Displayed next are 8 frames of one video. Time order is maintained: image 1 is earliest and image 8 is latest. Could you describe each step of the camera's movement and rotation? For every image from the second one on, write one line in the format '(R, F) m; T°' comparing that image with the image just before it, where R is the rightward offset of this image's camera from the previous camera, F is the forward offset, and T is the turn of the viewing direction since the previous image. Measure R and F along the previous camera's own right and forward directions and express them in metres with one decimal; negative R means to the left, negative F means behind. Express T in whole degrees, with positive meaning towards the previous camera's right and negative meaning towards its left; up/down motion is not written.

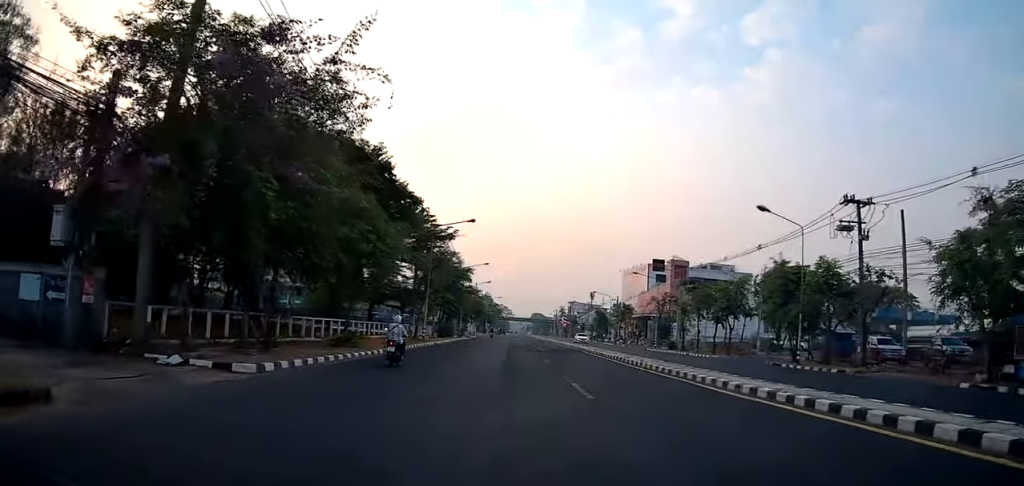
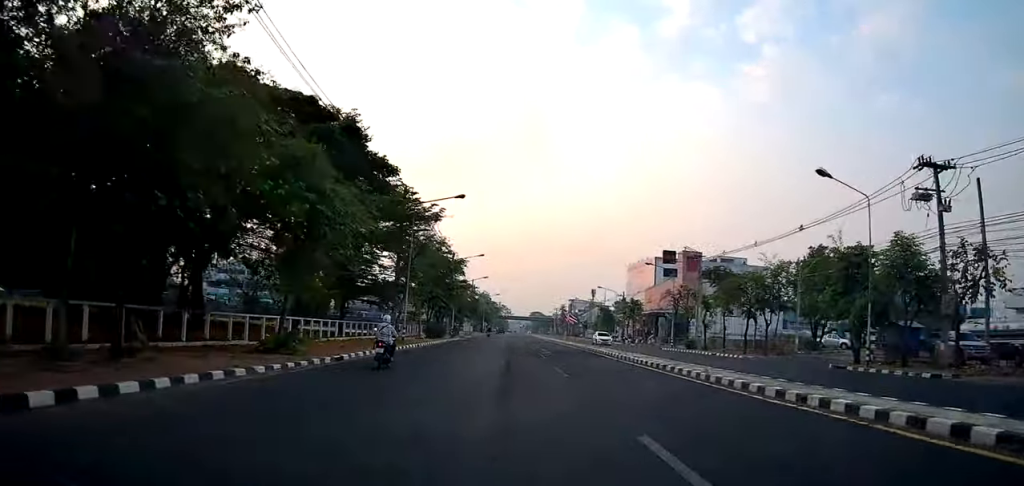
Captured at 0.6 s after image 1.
(+0.3, +7.5) m; 0°
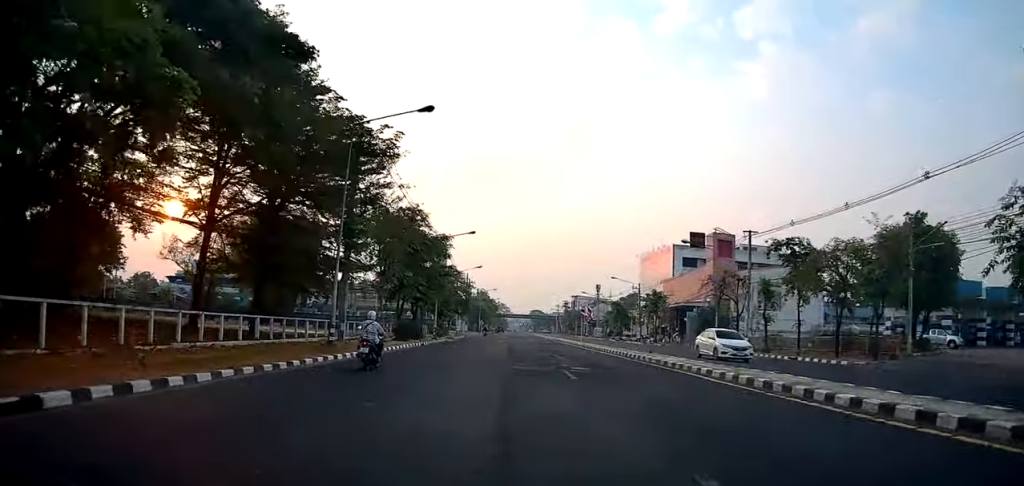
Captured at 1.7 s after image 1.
(-0.3, +13.9) m; 0°
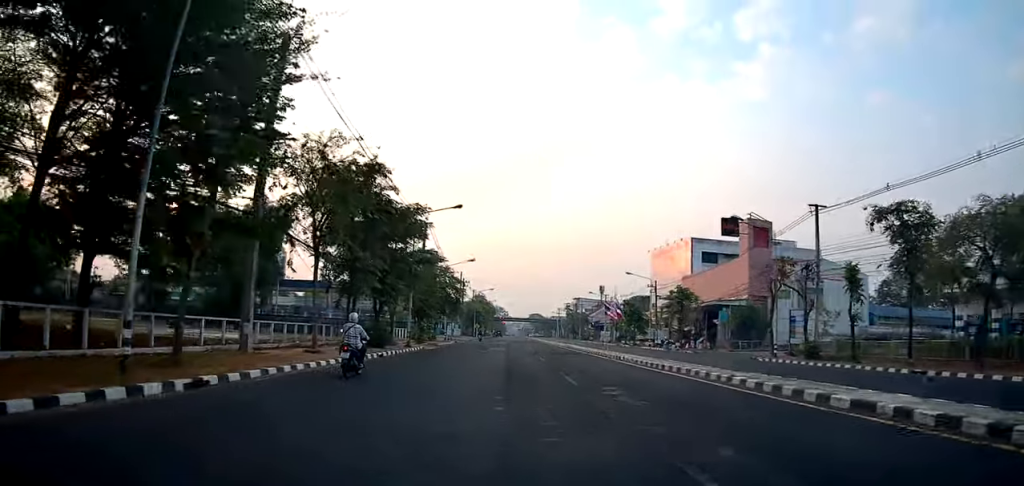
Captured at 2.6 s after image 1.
(+0.4, +11.7) m; 0°
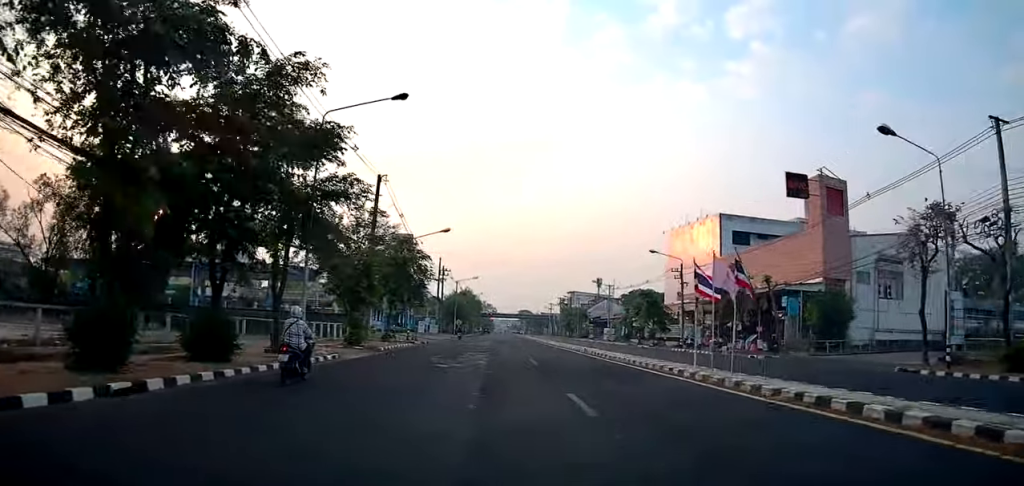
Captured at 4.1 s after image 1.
(-0.3, +17.8) m; 0°
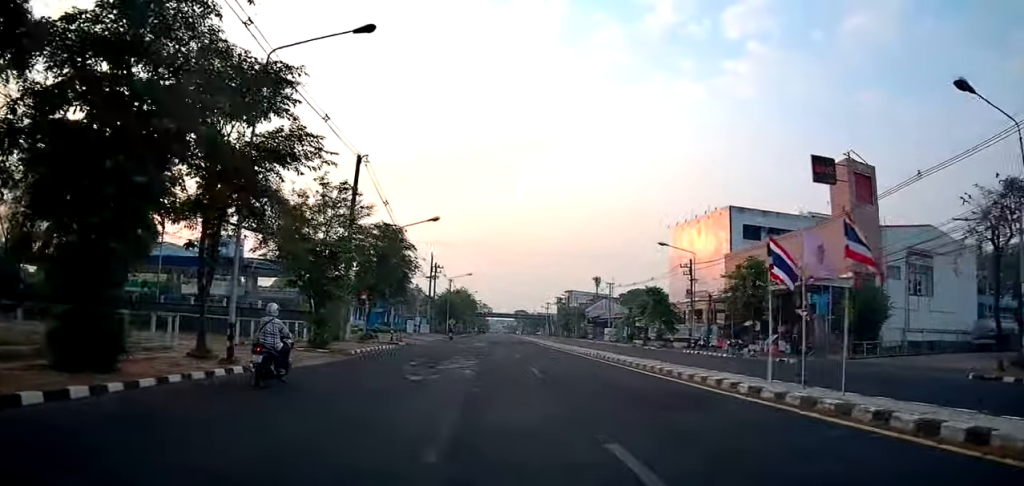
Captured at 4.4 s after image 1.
(+0.2, +5.0) m; 0°
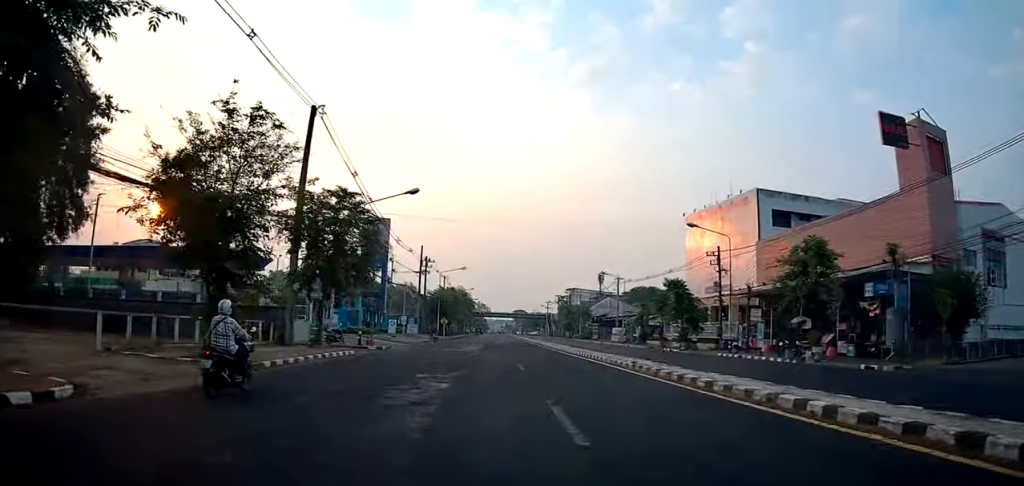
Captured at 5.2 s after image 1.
(-0.1, +9.1) m; 0°
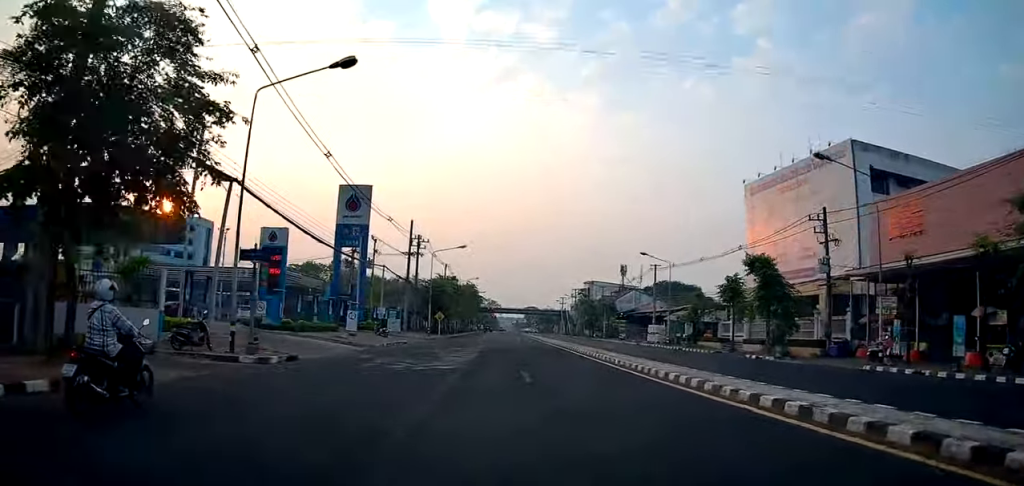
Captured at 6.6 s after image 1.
(+0.1, +17.3) m; +3°
